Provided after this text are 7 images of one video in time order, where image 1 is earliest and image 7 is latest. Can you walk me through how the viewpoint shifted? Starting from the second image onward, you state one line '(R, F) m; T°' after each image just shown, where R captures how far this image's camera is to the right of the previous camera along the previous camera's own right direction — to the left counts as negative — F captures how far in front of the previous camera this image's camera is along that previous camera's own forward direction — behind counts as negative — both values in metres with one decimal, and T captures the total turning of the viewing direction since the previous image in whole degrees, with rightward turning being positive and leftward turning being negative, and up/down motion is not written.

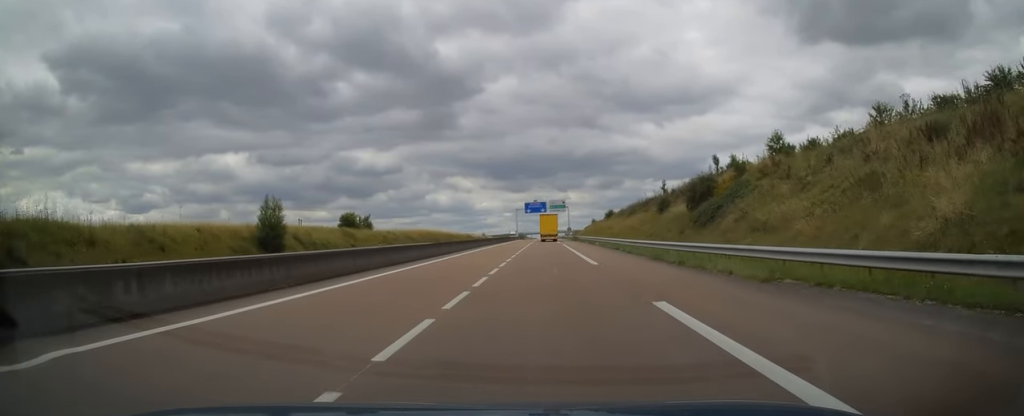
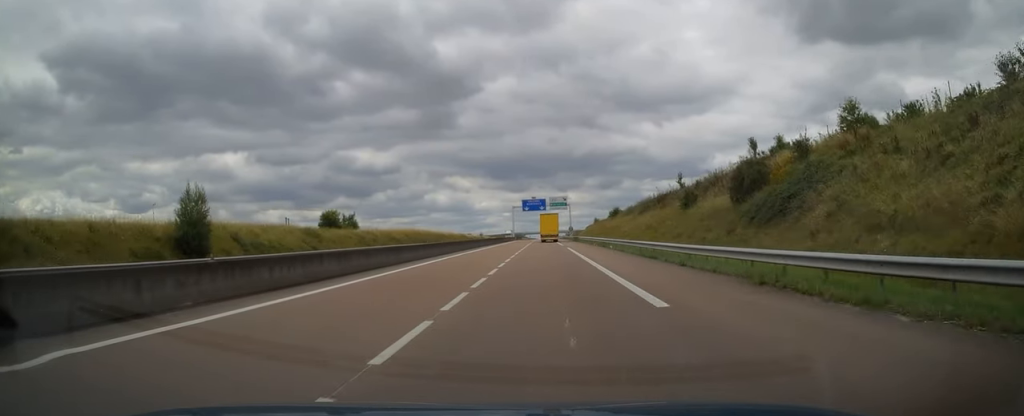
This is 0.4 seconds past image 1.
(-0.1, +13.2) m; 0°
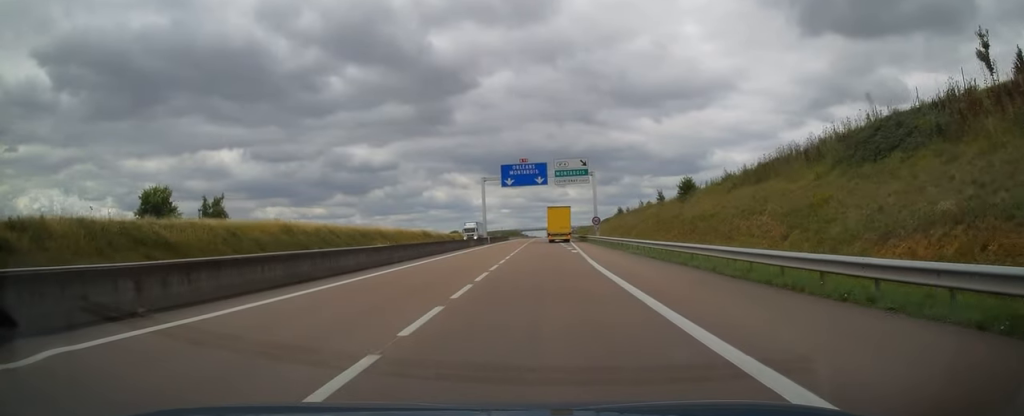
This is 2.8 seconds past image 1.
(+0.3, +68.1) m; 0°
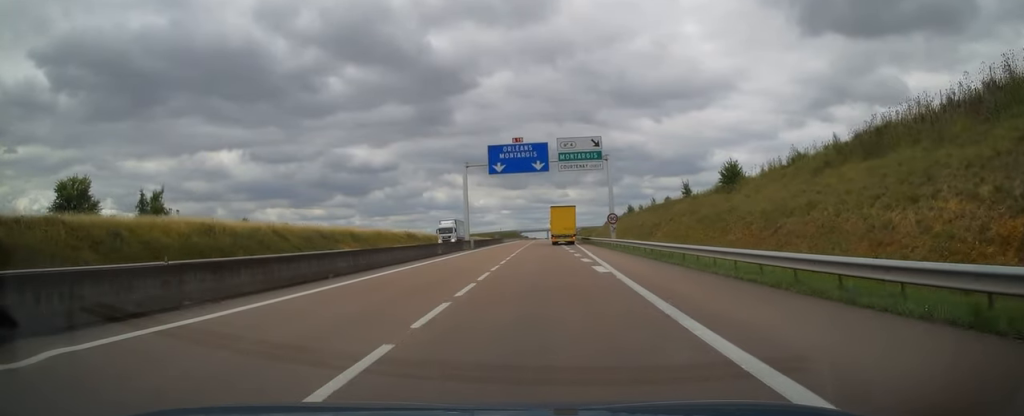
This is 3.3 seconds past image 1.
(0.0, +16.7) m; 0°
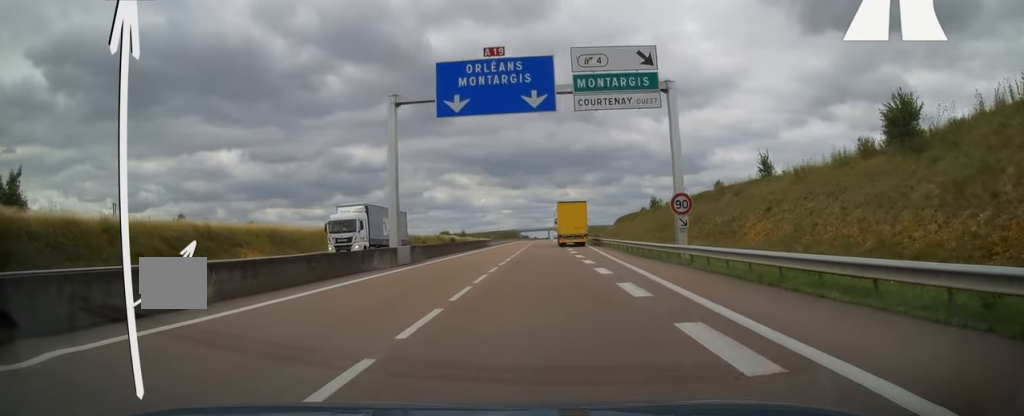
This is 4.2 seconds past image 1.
(+0.2, +27.0) m; 0°
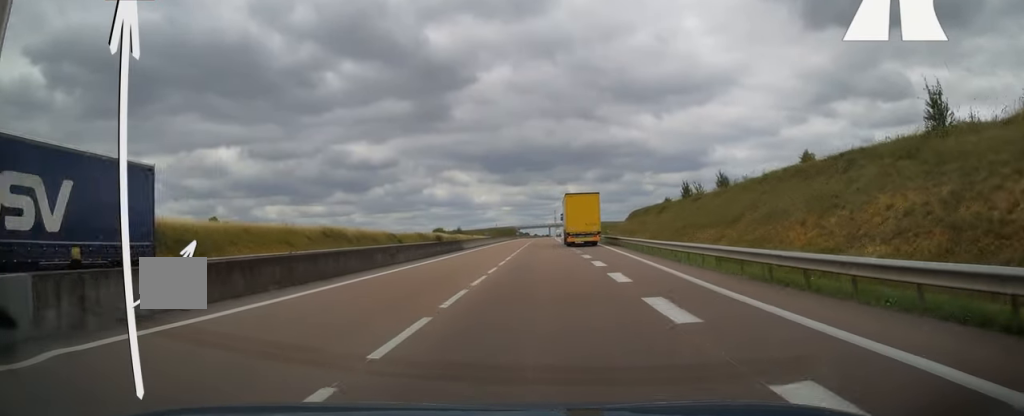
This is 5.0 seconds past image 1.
(+0.2, +23.0) m; 0°
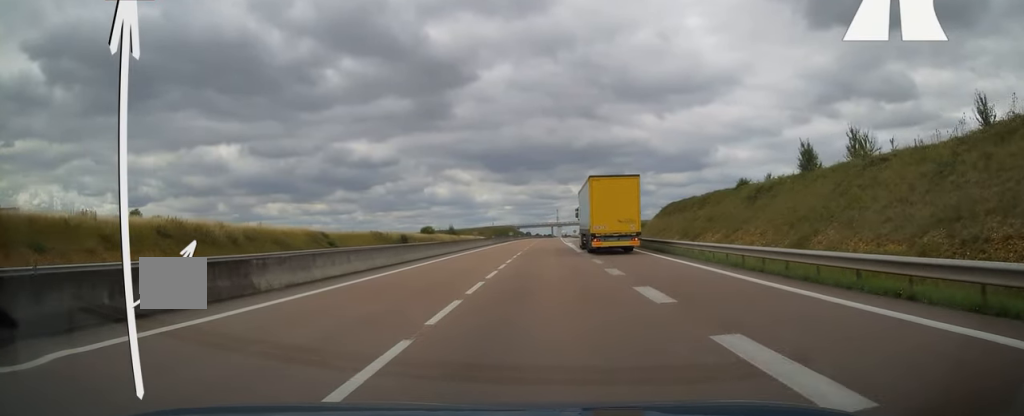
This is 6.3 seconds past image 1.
(-0.5, +36.8) m; -1°
